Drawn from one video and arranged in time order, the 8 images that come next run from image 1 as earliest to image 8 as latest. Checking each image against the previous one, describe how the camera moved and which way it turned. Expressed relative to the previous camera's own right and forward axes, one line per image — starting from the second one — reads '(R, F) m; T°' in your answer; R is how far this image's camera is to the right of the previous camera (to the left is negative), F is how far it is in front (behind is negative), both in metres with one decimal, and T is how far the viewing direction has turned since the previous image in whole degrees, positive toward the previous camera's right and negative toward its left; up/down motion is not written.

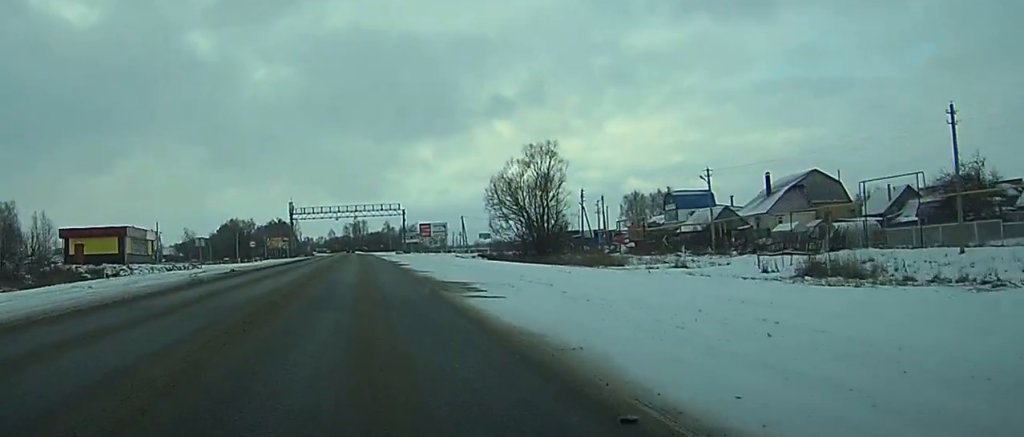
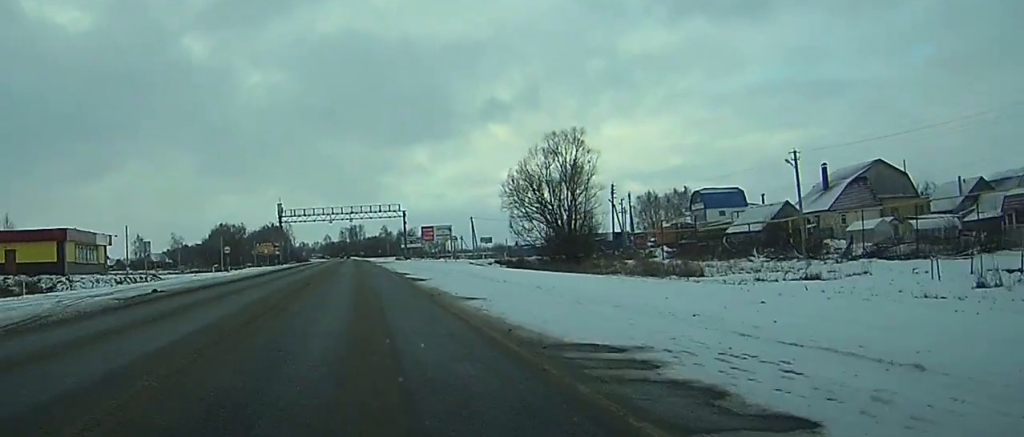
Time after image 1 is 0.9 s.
(0.0, +16.7) m; 0°
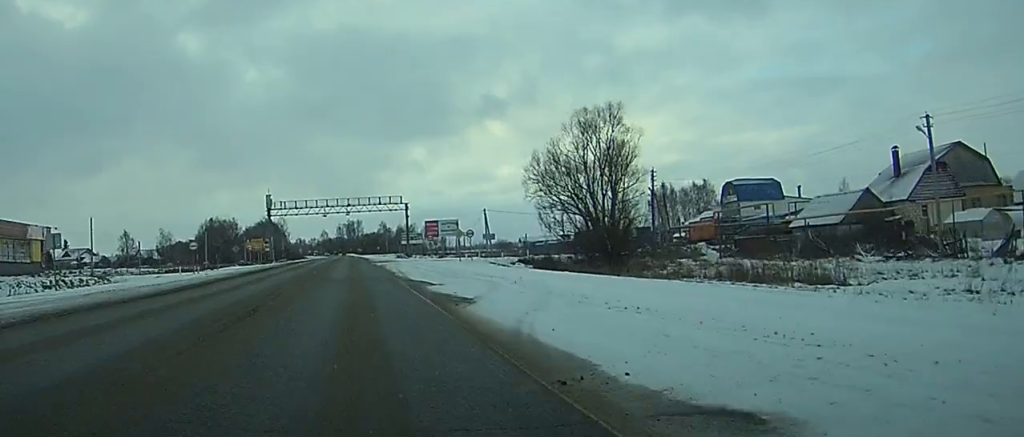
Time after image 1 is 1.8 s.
(0.0, +15.5) m; 0°
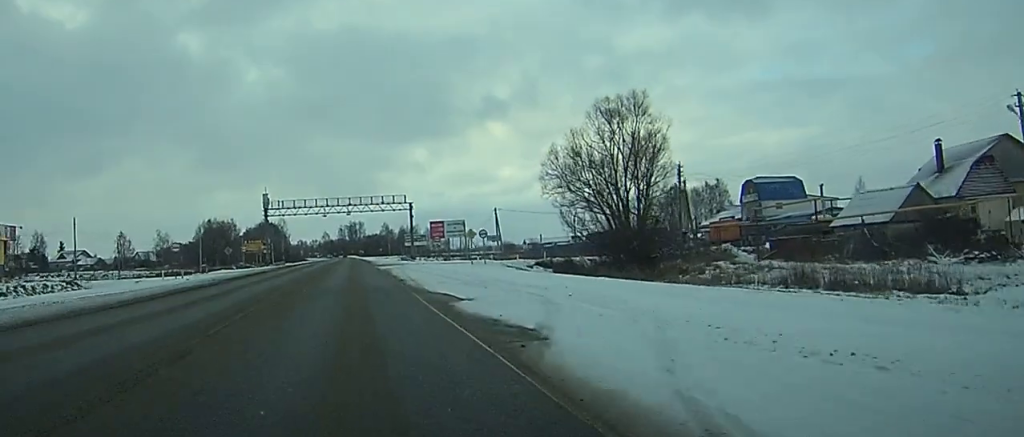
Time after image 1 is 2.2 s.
(0.0, +7.2) m; 0°
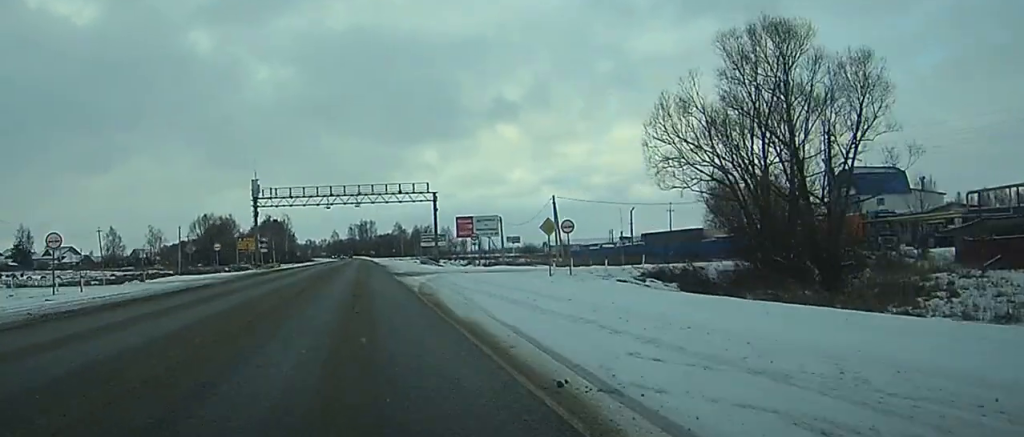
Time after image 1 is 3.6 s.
(-0.1, +26.1) m; 0°
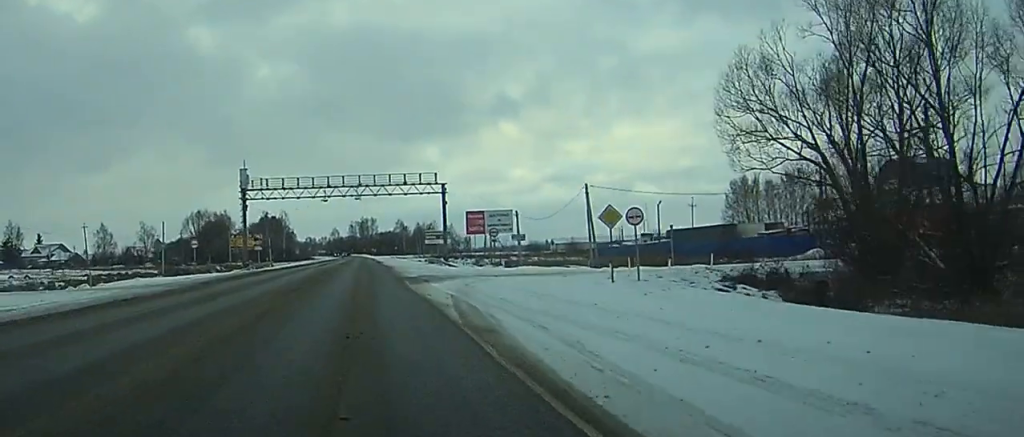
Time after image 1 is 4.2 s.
(0.0, +11.0) m; 0°
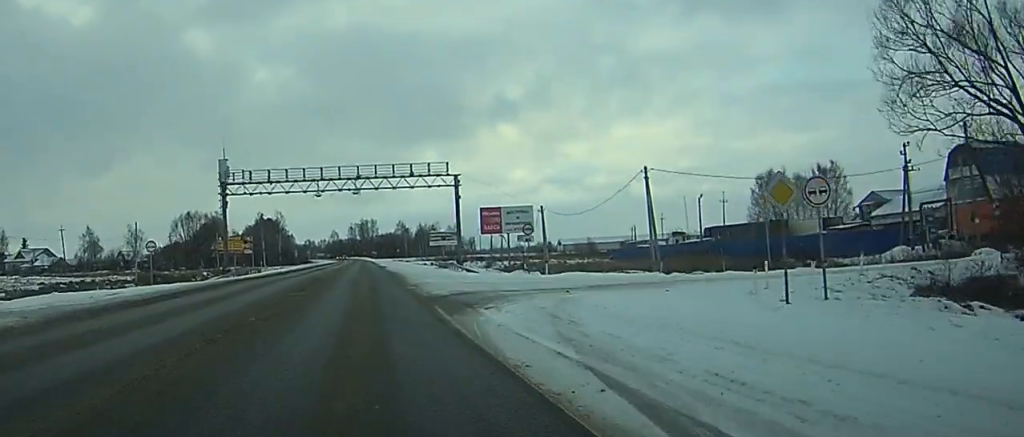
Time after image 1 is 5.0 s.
(-0.1, +14.2) m; 0°
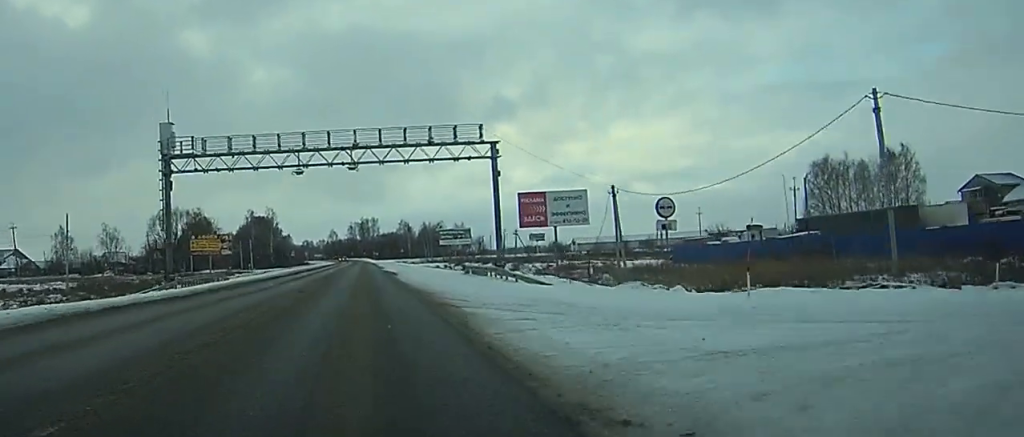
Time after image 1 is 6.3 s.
(-0.1, +24.8) m; 0°
